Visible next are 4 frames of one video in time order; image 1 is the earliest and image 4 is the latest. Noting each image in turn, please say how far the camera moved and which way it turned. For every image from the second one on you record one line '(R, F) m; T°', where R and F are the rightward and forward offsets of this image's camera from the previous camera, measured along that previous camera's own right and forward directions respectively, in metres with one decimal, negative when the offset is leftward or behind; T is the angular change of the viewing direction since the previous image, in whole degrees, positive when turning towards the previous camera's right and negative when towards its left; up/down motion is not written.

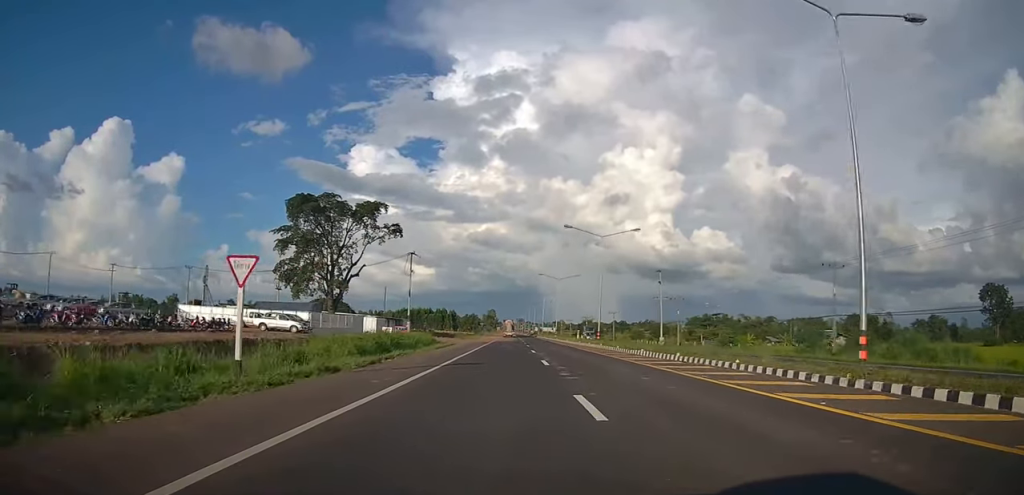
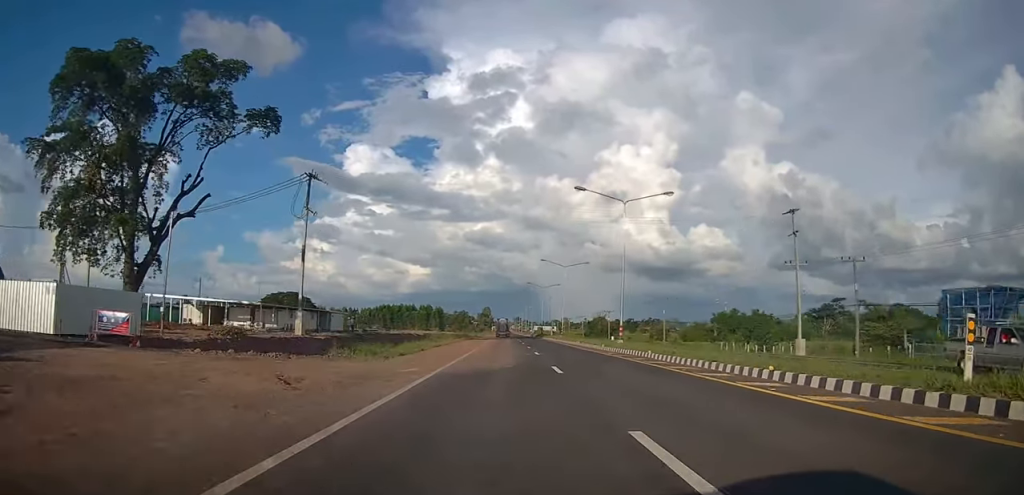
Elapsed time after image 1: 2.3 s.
(0.0, +52.0) m; 0°
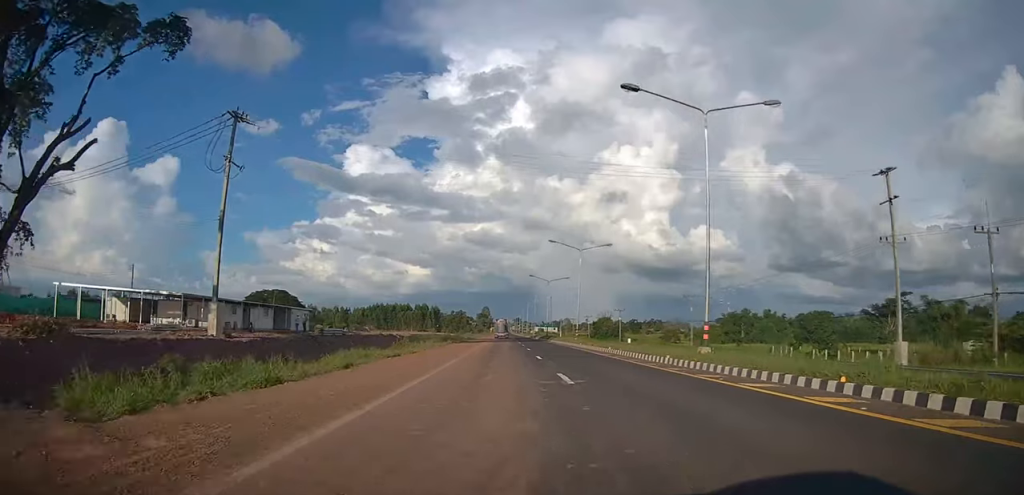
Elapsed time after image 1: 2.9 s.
(0.0, +15.3) m; 0°
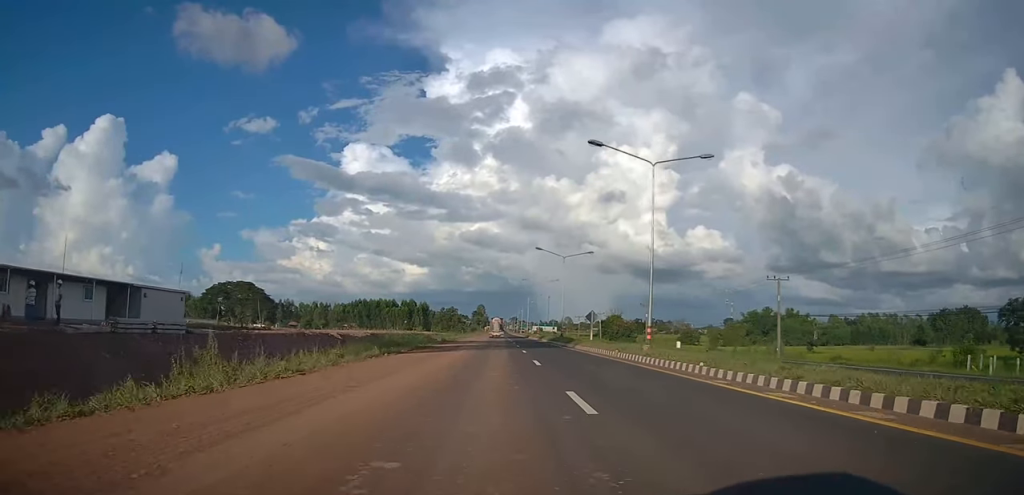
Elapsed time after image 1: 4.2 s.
(0.0, +29.1) m; 0°
